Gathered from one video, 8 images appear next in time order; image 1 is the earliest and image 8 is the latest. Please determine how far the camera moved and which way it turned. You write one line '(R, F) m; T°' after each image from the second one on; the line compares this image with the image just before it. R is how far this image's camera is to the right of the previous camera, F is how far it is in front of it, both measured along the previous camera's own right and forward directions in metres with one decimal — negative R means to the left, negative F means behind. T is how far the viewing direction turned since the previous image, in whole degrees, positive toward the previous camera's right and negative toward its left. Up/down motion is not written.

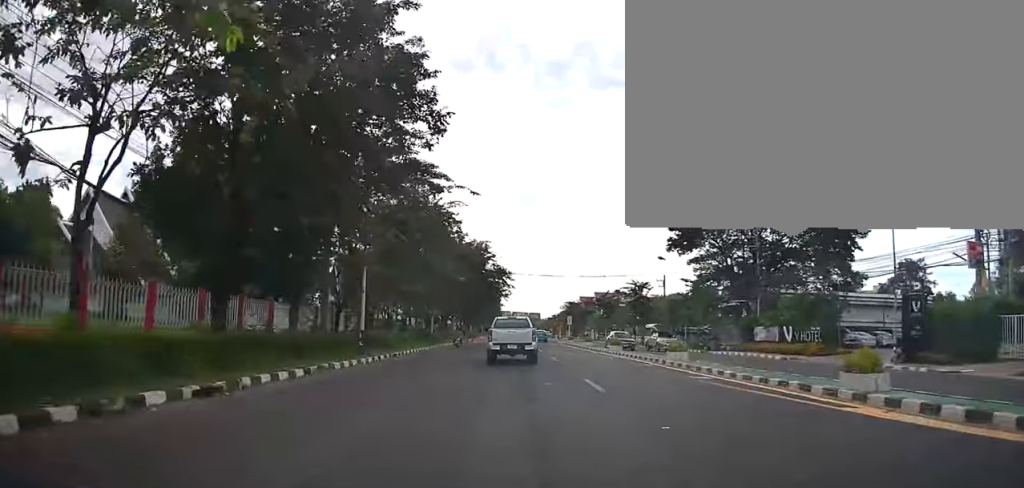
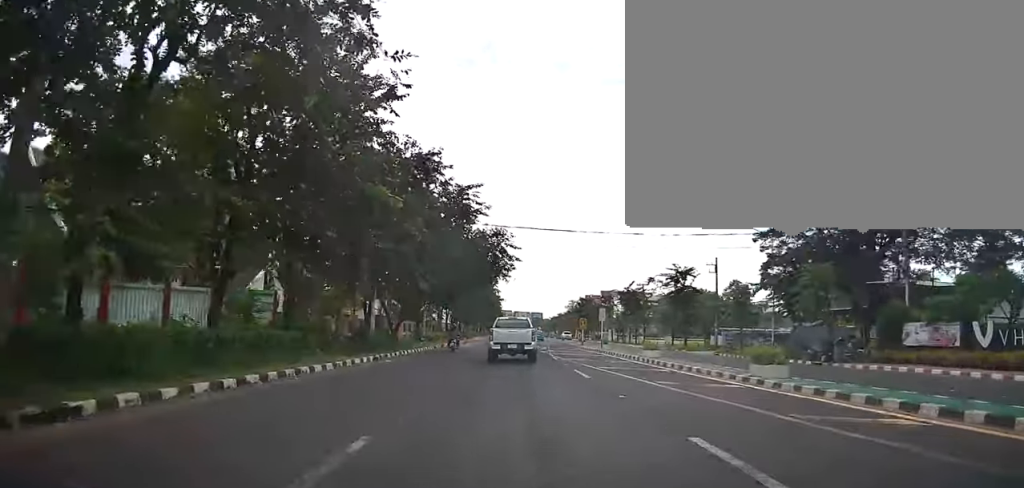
(-0.7, +19.9) m; -2°
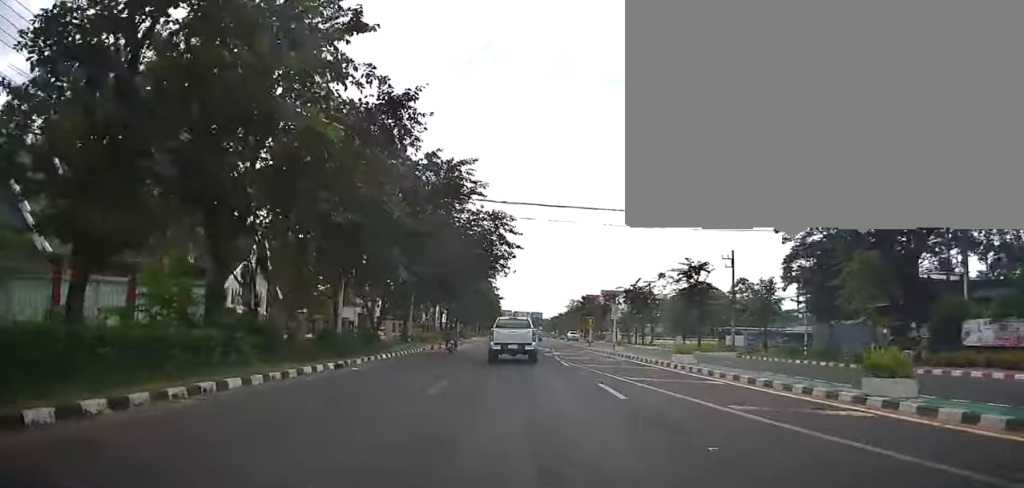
(-0.1, +4.8) m; +1°
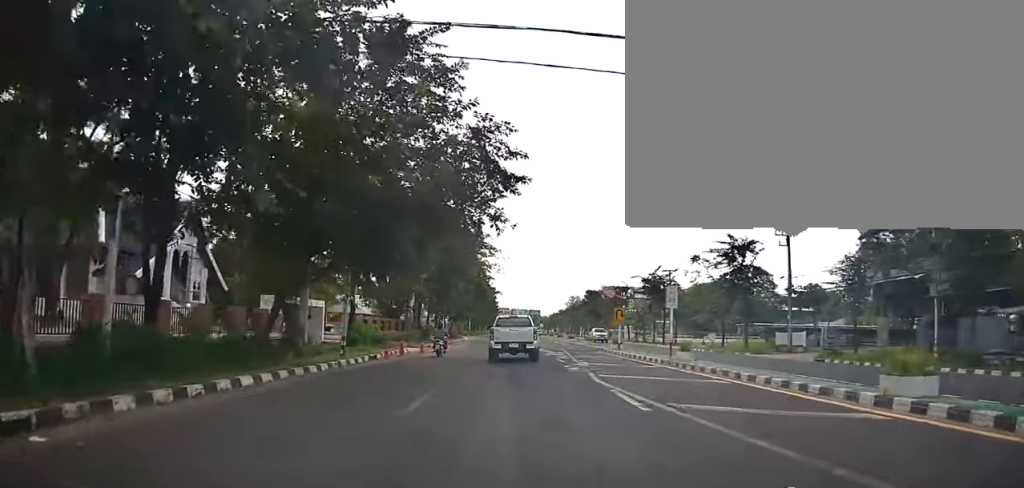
(+0.6, +12.3) m; +2°
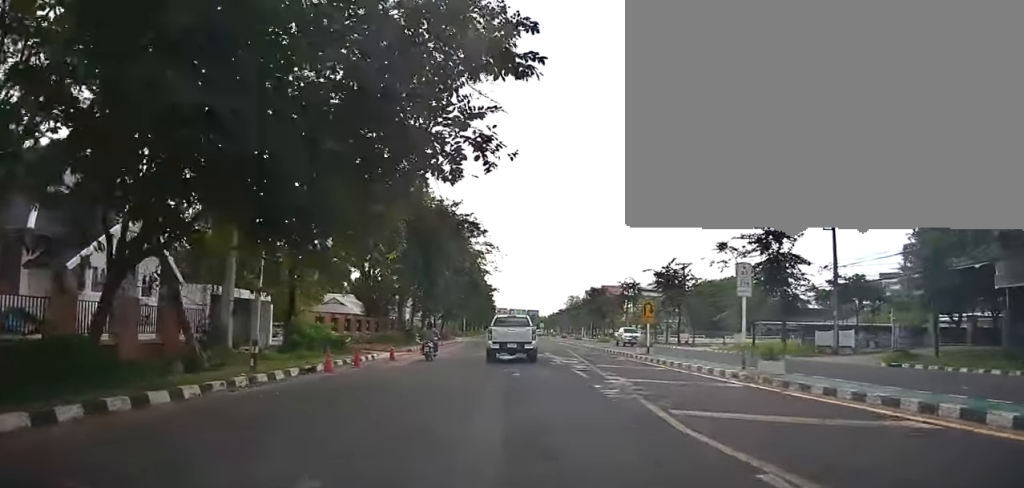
(0.0, +7.1) m; -2°
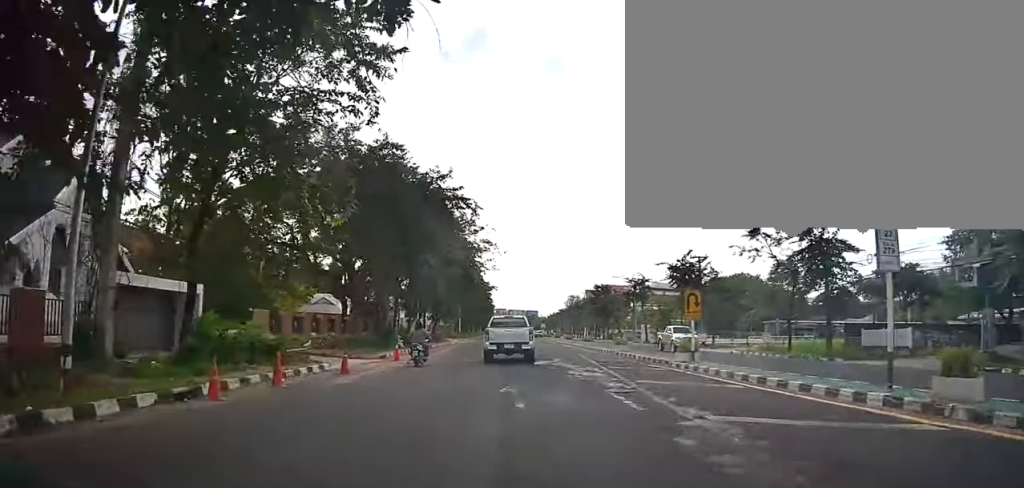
(-0.3, +6.4) m; -1°
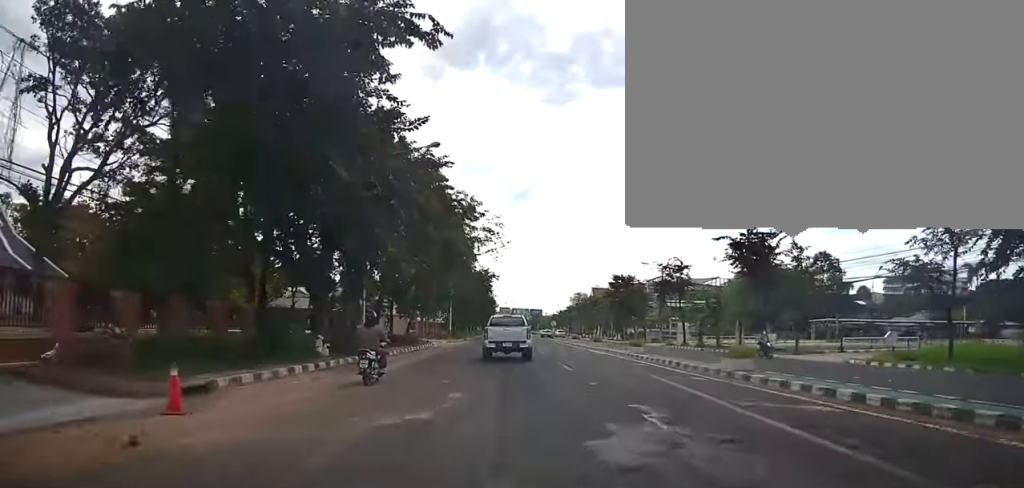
(0.0, +16.0) m; +1°
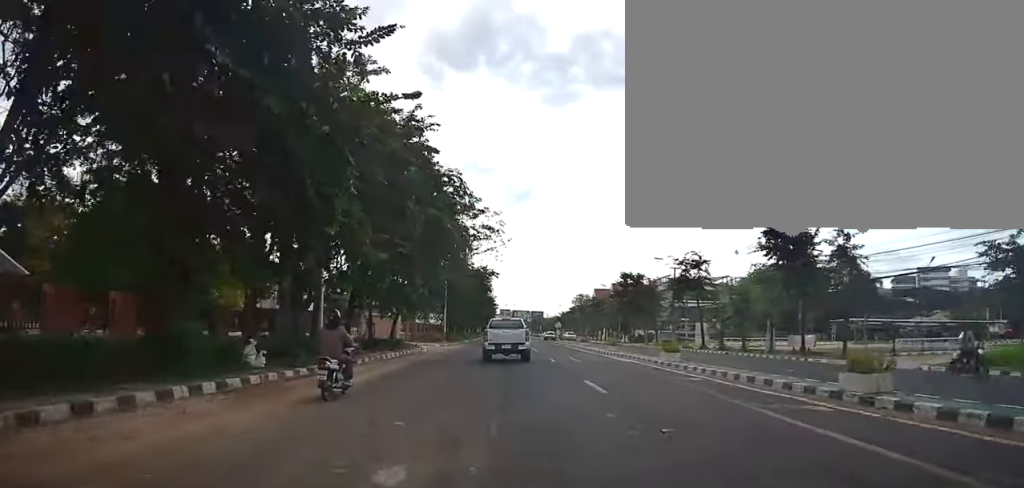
(+0.2, +6.0) m; 0°
